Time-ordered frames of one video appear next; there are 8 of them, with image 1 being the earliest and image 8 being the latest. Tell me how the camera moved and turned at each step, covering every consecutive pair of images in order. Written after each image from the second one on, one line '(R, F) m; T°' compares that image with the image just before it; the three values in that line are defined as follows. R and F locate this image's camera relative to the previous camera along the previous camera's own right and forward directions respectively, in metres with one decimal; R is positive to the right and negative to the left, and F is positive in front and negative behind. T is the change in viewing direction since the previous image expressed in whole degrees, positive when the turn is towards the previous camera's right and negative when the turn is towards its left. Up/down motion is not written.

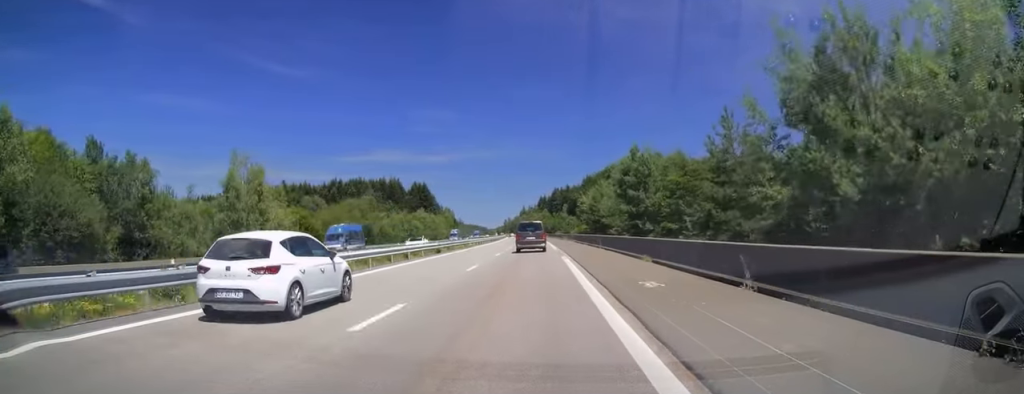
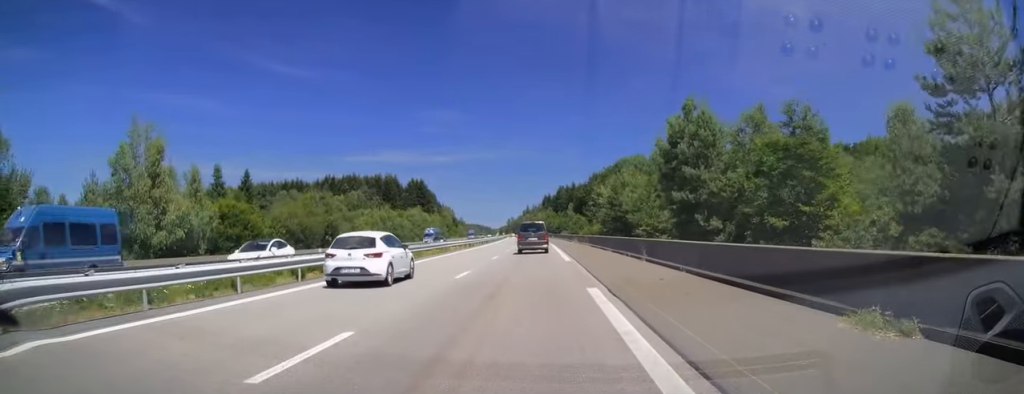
(-0.2, +16.1) m; -1°
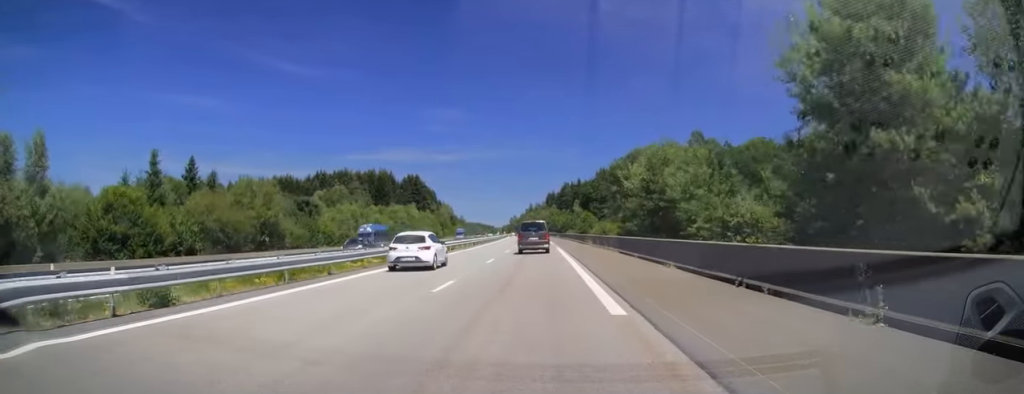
(-0.1, +17.1) m; -1°
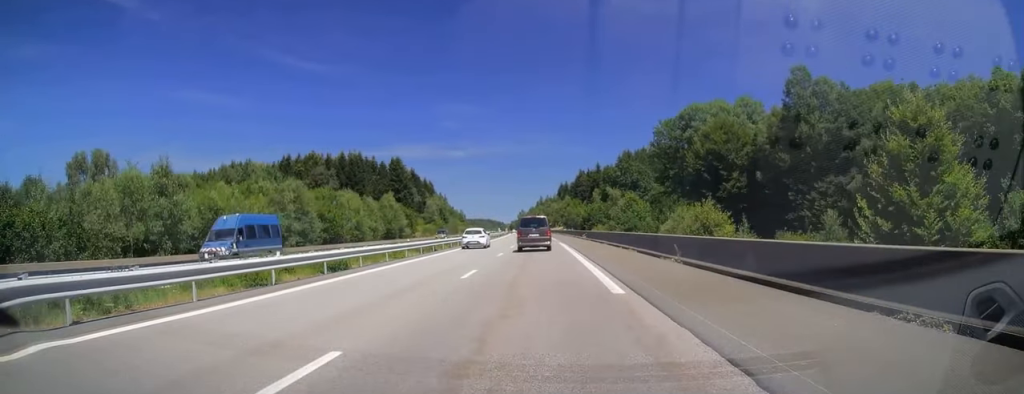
(-0.4, +49.0) m; 0°
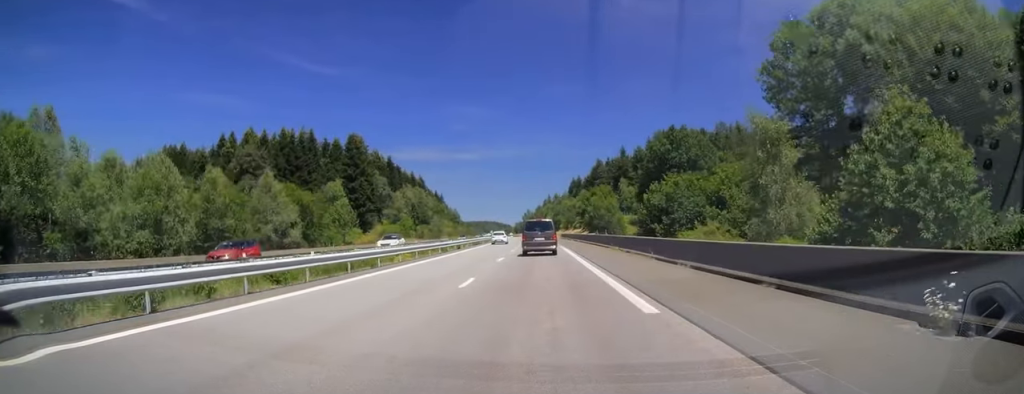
(-0.7, +54.1) m; -1°
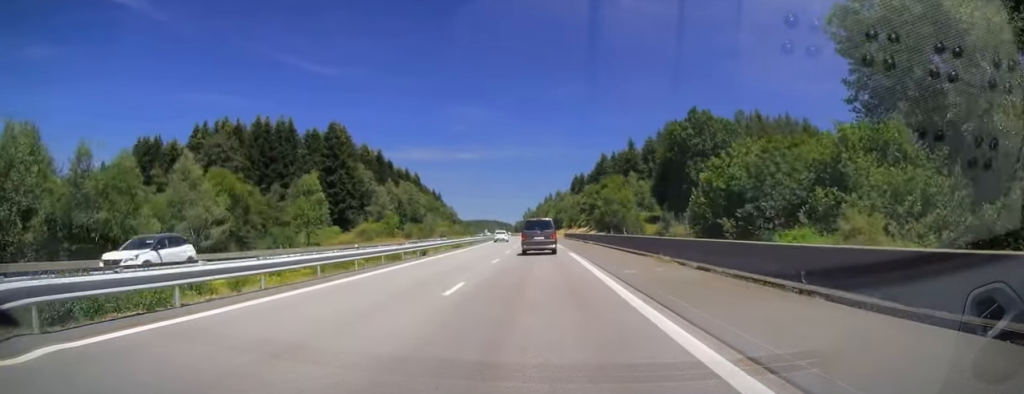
(0.0, +14.9) m; 0°
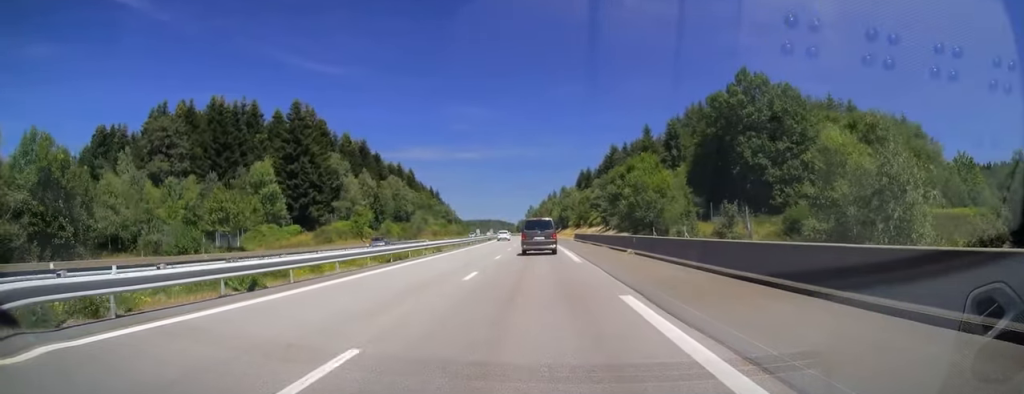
(+0.3, +21.9) m; 0°
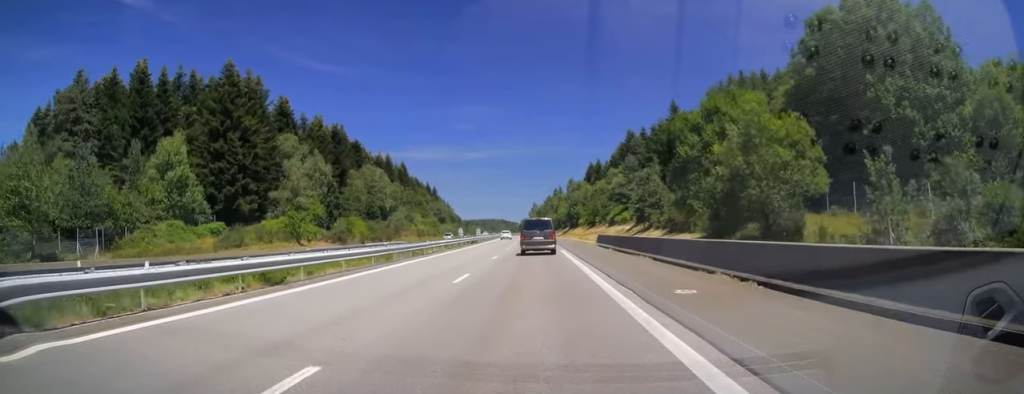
(-0.4, +27.0) m; -1°
